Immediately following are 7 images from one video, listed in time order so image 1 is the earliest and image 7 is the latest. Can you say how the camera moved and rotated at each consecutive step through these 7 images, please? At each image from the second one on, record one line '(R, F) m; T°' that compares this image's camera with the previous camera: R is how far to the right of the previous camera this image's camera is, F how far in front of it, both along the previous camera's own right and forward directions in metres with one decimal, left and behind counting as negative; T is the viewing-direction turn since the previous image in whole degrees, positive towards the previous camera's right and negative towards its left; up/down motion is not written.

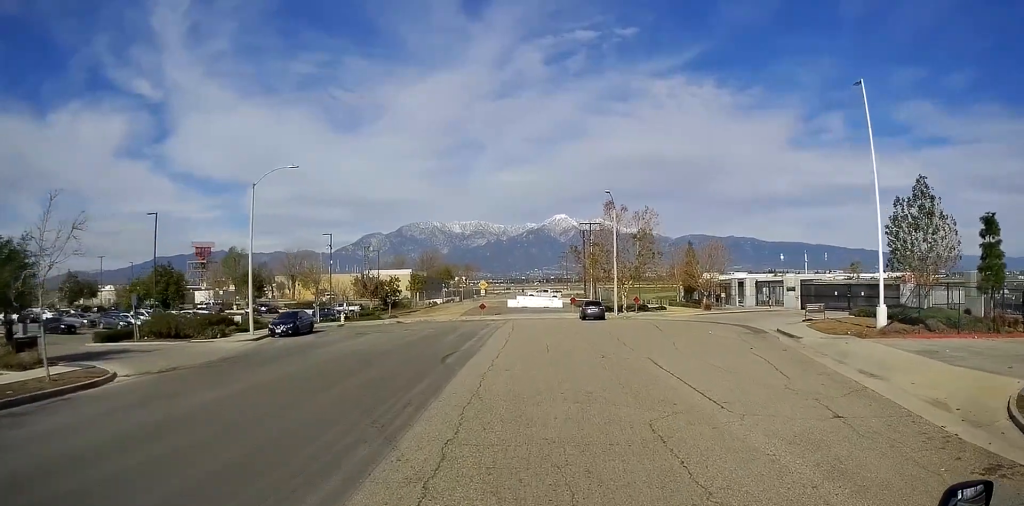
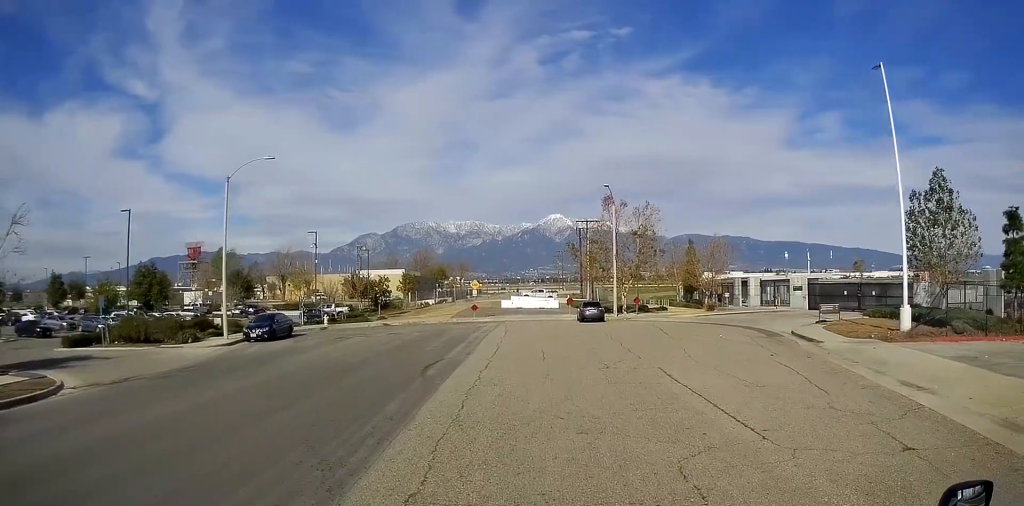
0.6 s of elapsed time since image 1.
(0.0, +2.7) m; 0°
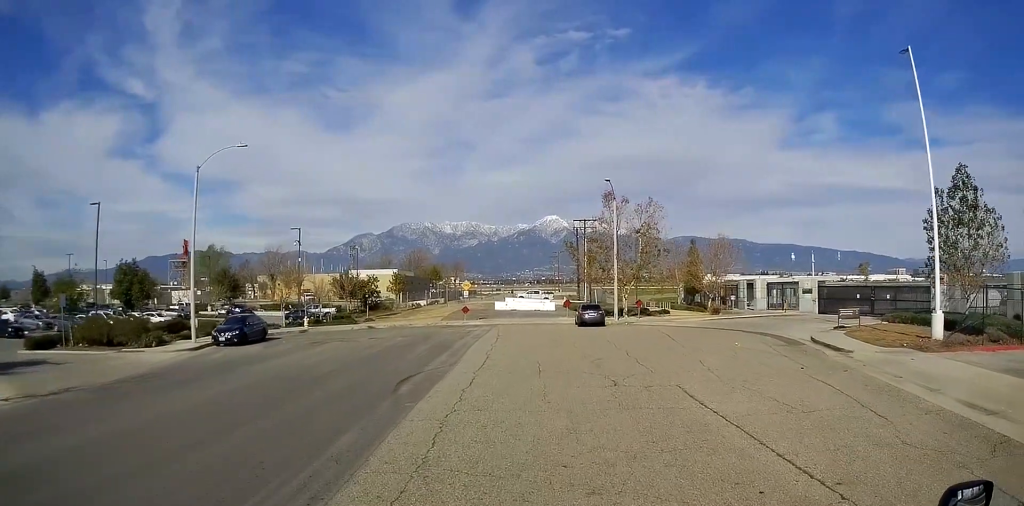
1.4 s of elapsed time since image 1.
(0.0, +3.1) m; 0°
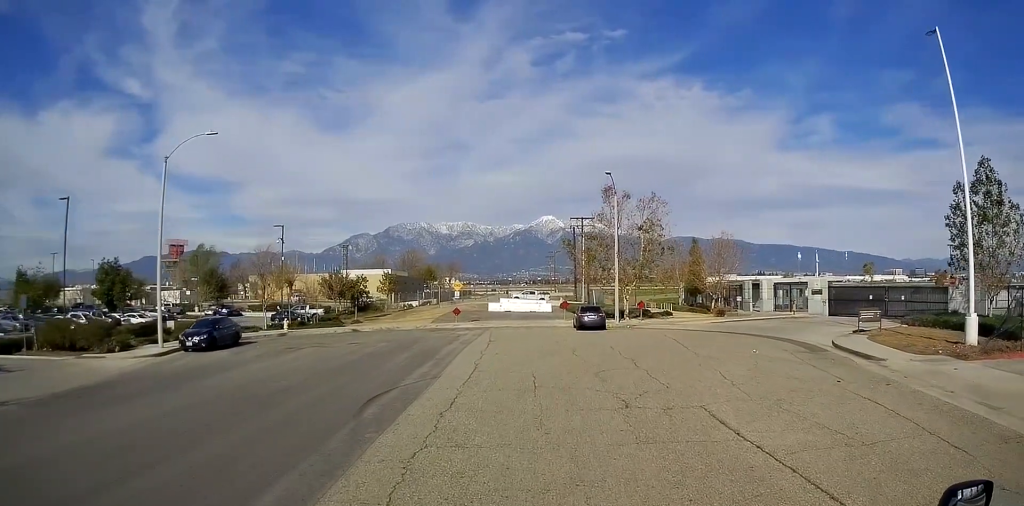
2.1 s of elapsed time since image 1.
(0.0, +3.1) m; 0°
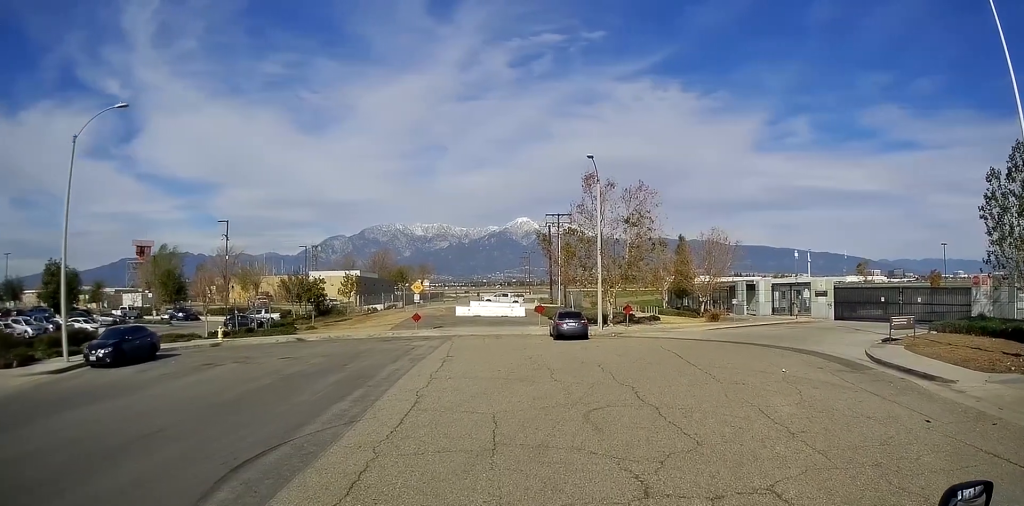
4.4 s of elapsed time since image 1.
(0.0, +7.0) m; 0°
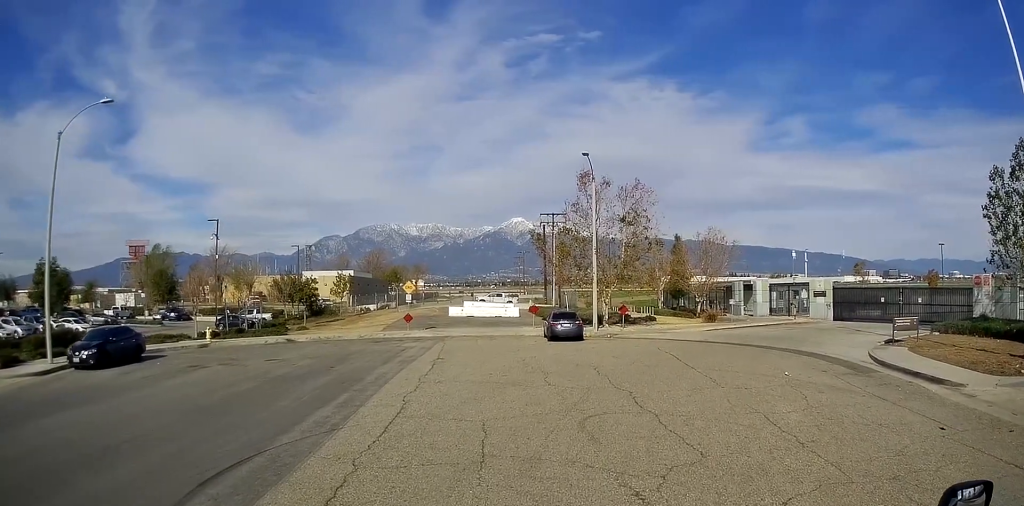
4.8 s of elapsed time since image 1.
(0.0, +1.0) m; 0°
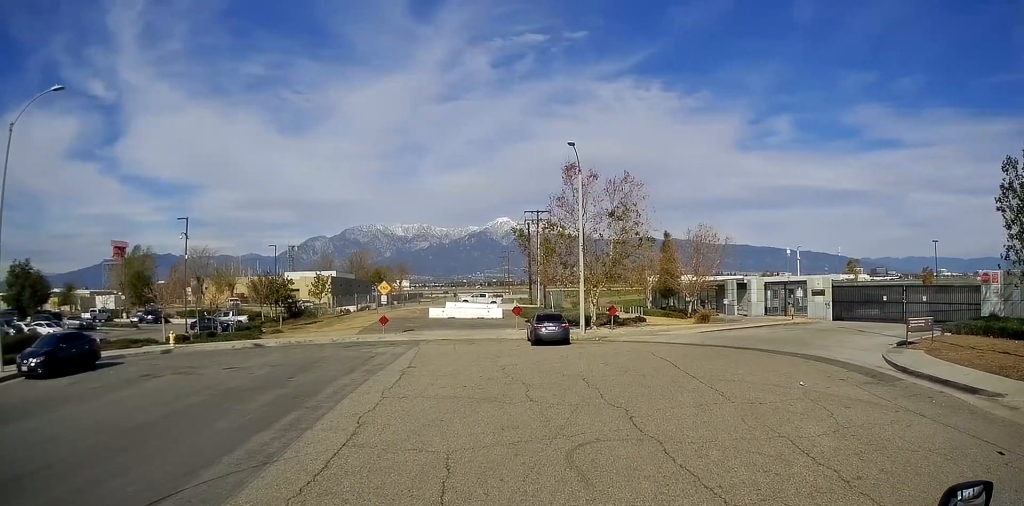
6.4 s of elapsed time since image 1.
(0.0, +2.4) m; 0°
